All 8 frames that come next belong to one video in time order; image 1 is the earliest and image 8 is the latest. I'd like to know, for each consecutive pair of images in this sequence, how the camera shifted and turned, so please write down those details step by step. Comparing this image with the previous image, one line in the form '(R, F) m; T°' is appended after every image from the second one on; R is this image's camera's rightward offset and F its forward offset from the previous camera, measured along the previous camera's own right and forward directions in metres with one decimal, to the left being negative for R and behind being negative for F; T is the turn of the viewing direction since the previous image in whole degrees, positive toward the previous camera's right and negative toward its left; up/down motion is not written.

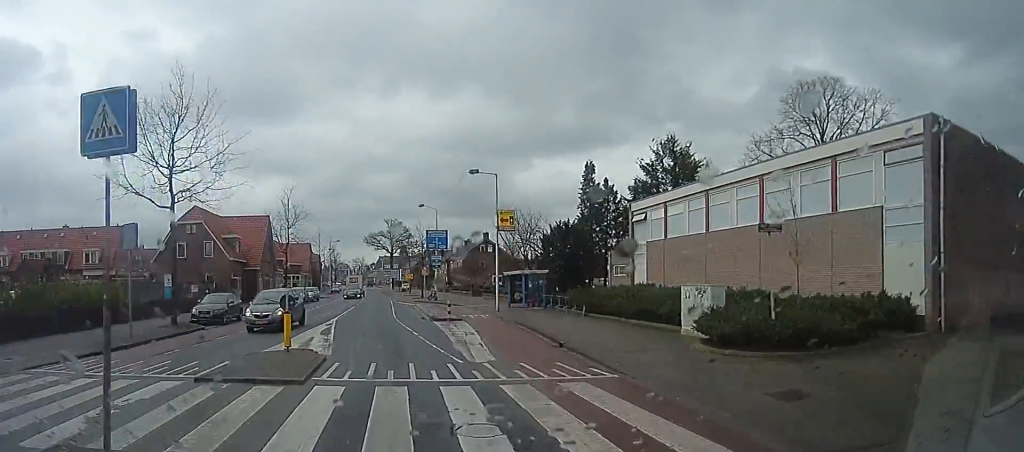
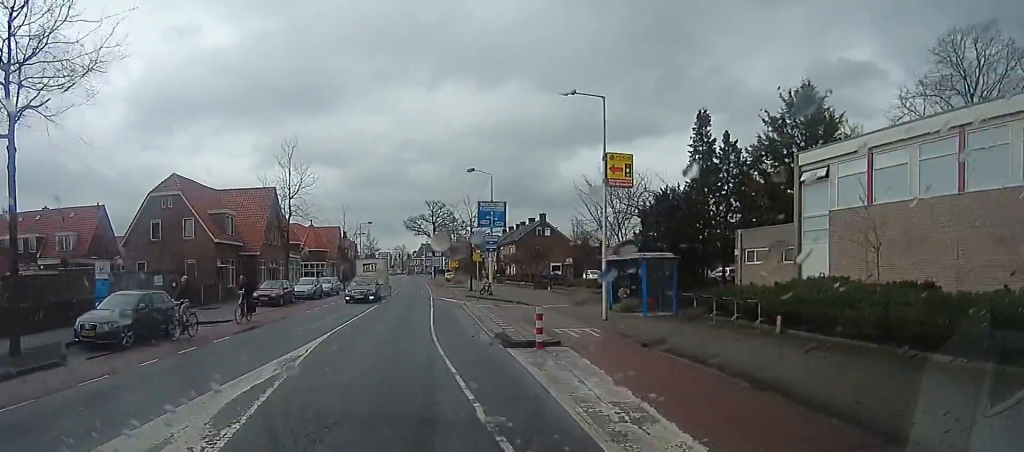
(-0.5, +12.0) m; -9°
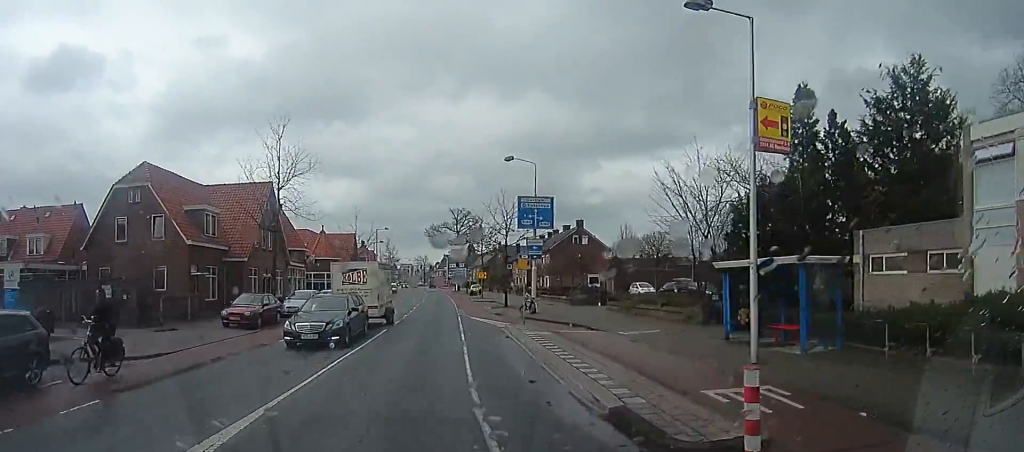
(-0.4, +7.5) m; -2°
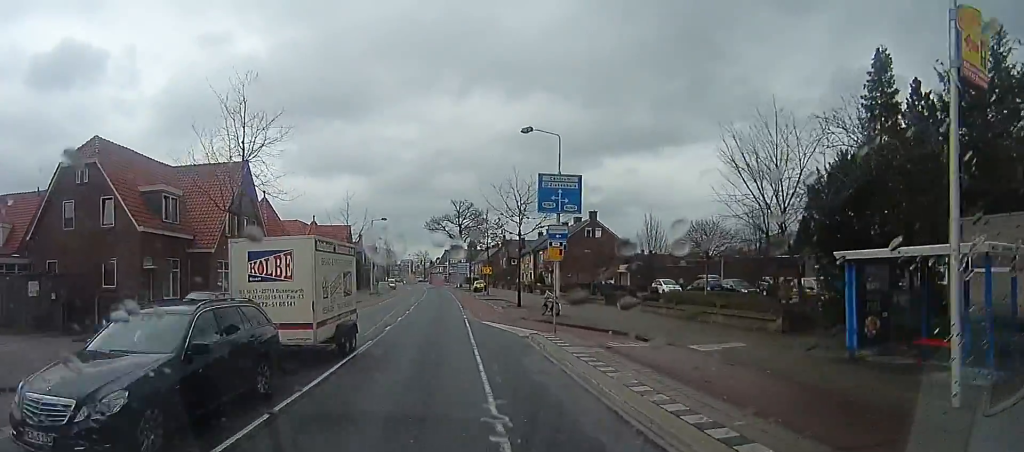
(+0.2, +5.1) m; +2°
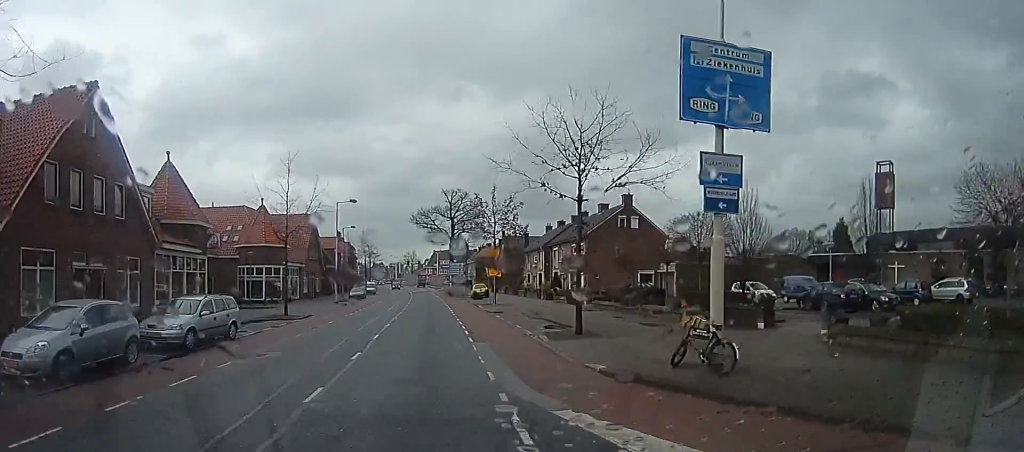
(0.0, +14.4) m; 0°
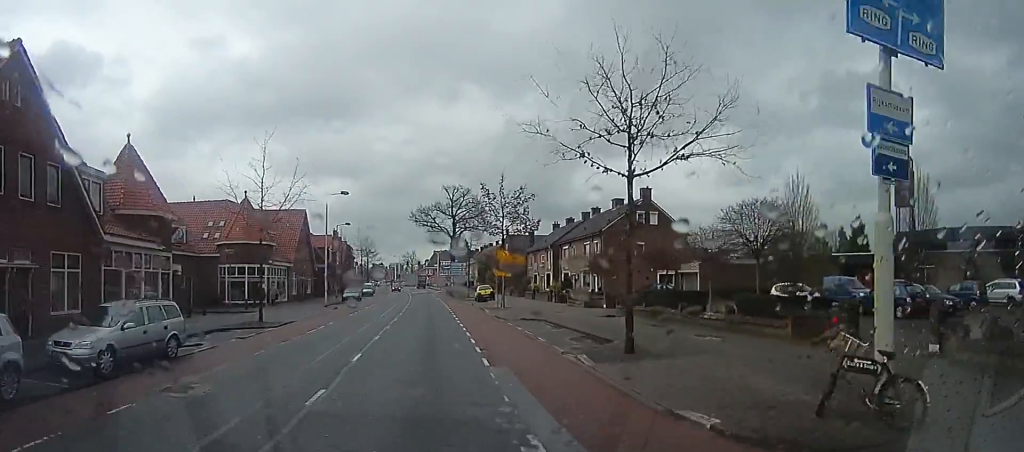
(0.0, +4.1) m; 0°
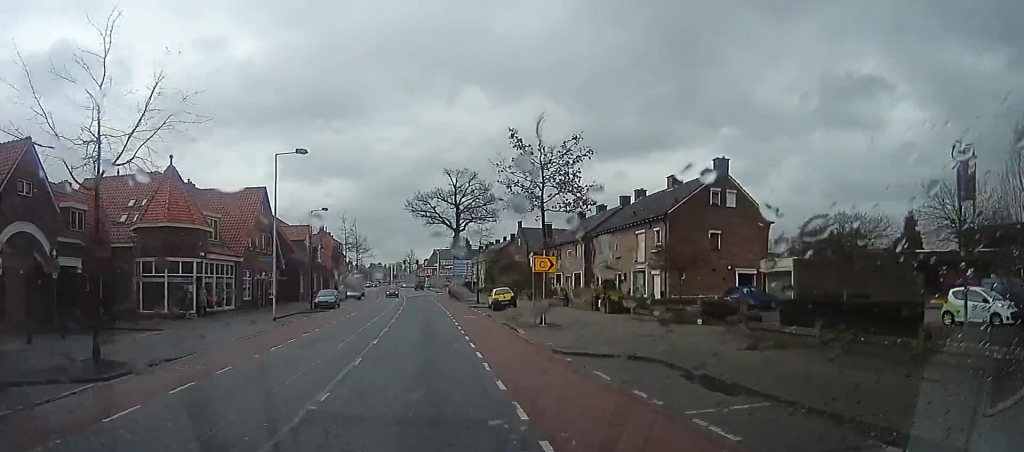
(0.0, +12.0) m; +2°
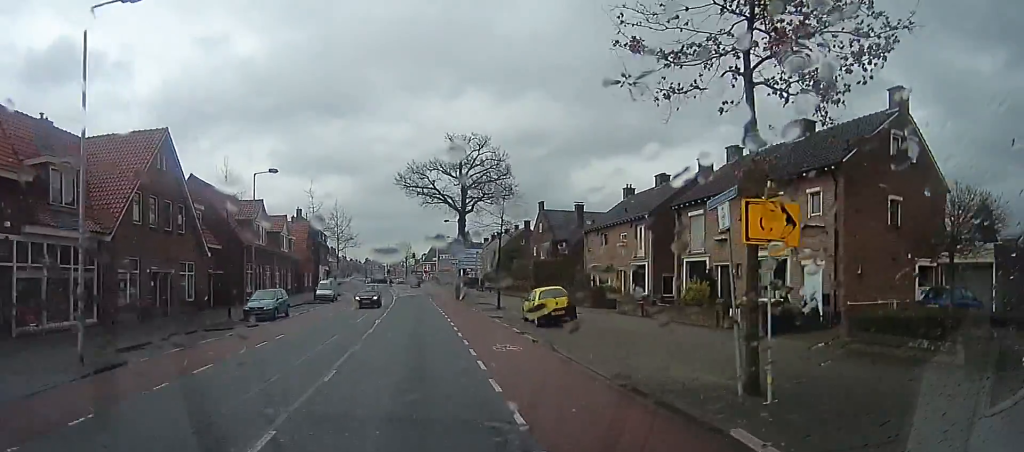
(+1.3, +13.9) m; +6°
